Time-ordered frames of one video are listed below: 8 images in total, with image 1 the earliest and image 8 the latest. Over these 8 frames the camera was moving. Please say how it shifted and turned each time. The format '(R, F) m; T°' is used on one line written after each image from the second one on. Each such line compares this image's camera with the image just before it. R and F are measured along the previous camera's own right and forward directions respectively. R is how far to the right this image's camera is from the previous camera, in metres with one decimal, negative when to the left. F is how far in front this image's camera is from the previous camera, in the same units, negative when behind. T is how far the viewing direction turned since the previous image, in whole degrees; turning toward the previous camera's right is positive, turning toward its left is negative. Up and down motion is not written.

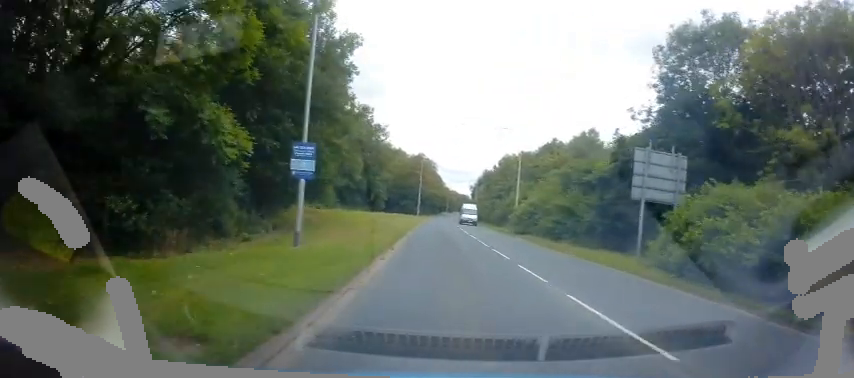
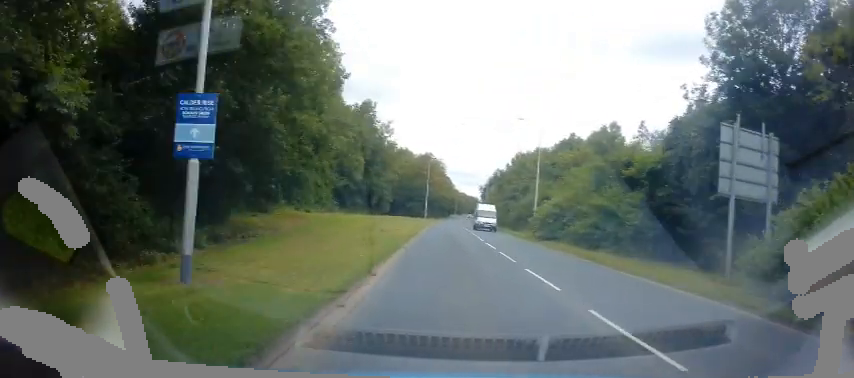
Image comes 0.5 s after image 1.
(0.0, +5.6) m; 0°
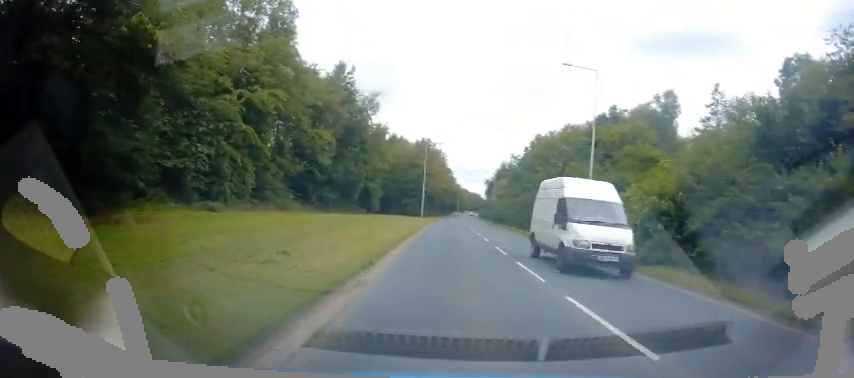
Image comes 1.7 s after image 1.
(+0.1, +16.0) m; 0°
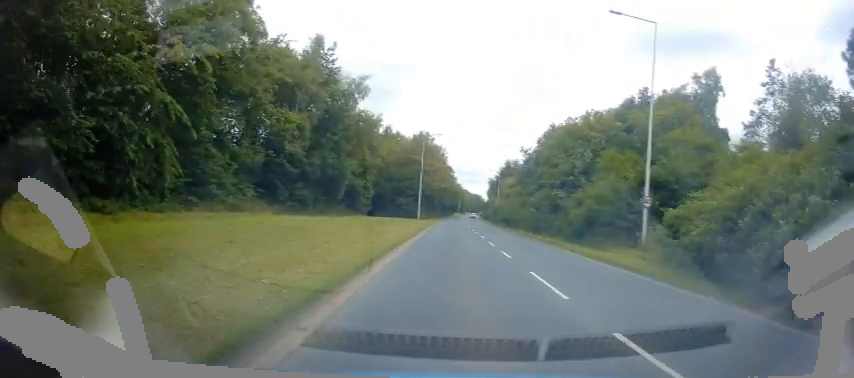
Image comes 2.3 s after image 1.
(0.0, +7.7) m; 0°
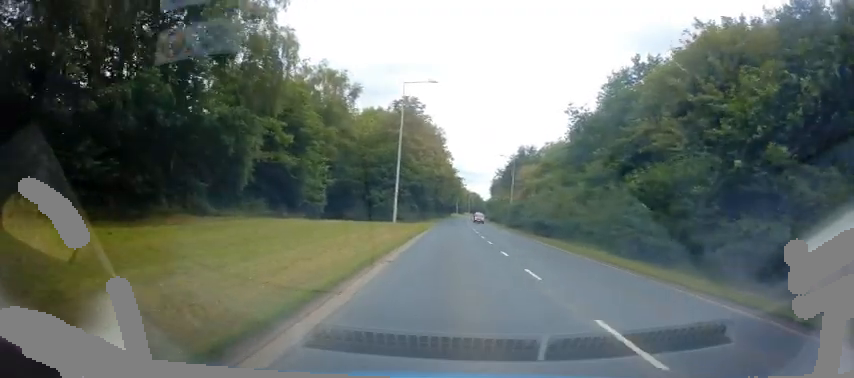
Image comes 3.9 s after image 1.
(-0.3, +22.7) m; 0°
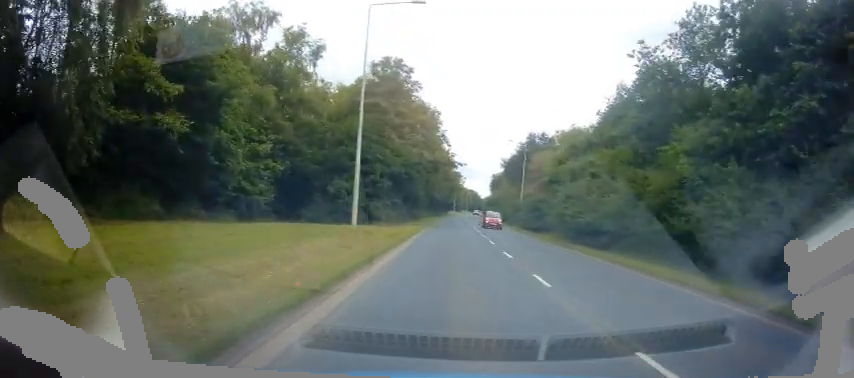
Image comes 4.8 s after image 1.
(+0.2, +13.1) m; +1°
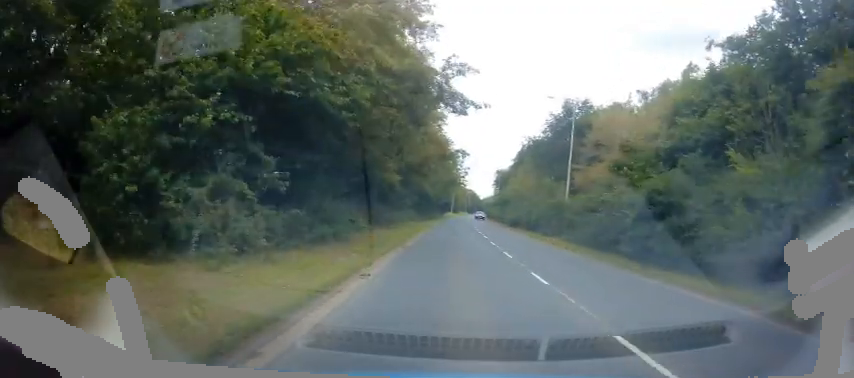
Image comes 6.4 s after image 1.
(0.0, +22.5) m; -1°
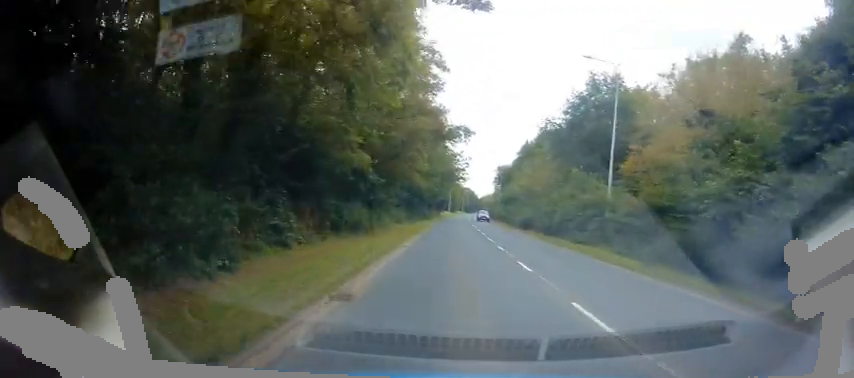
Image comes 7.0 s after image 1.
(0.0, +9.2) m; 0°
